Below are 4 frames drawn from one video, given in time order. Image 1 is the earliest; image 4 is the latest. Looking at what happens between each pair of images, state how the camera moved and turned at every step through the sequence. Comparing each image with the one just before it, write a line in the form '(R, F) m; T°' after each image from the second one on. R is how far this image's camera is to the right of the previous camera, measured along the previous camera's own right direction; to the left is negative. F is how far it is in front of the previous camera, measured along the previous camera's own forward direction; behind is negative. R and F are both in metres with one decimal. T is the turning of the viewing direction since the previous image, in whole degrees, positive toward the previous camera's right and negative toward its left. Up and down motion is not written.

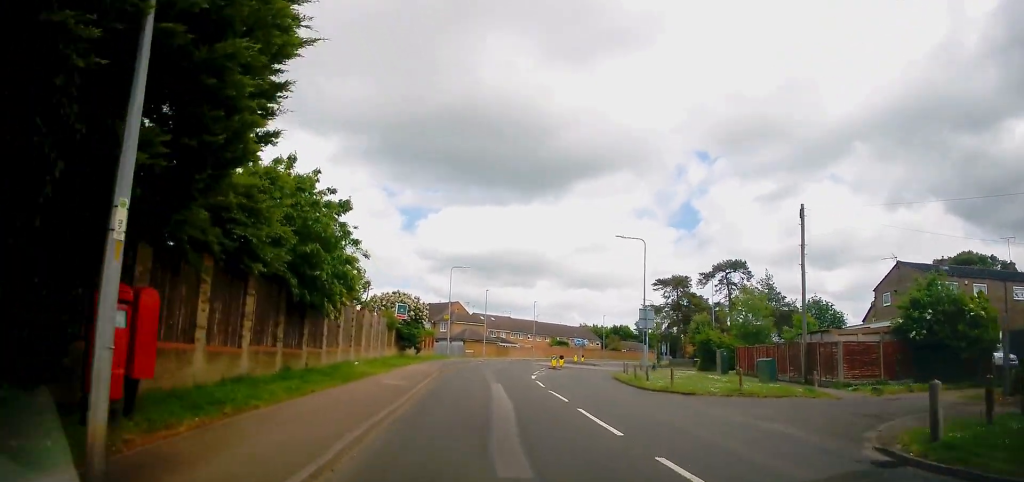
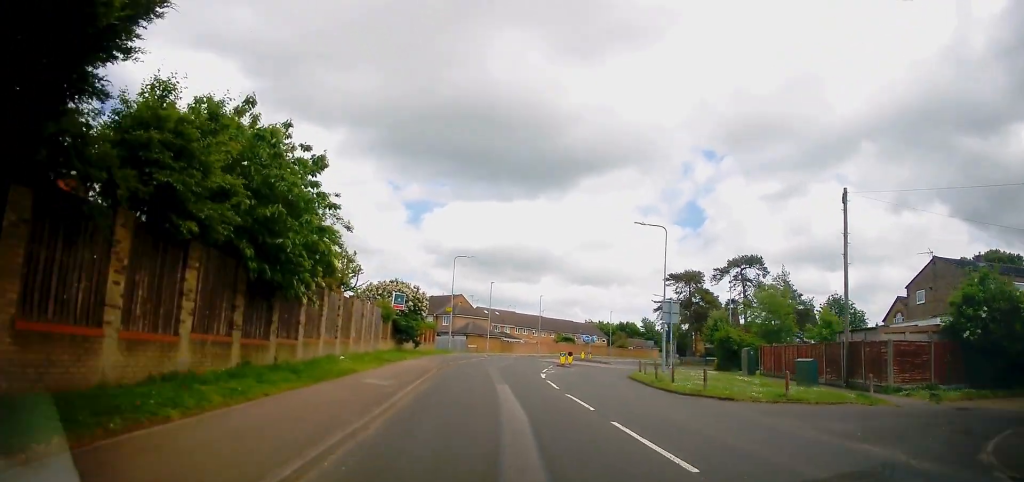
(0.0, +3.0) m; 0°
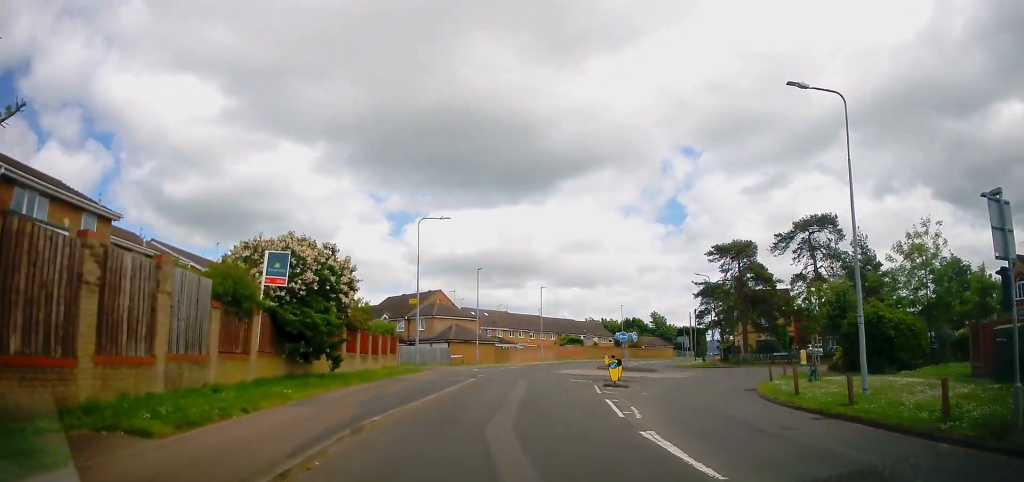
(+0.8, +17.9) m; +4°
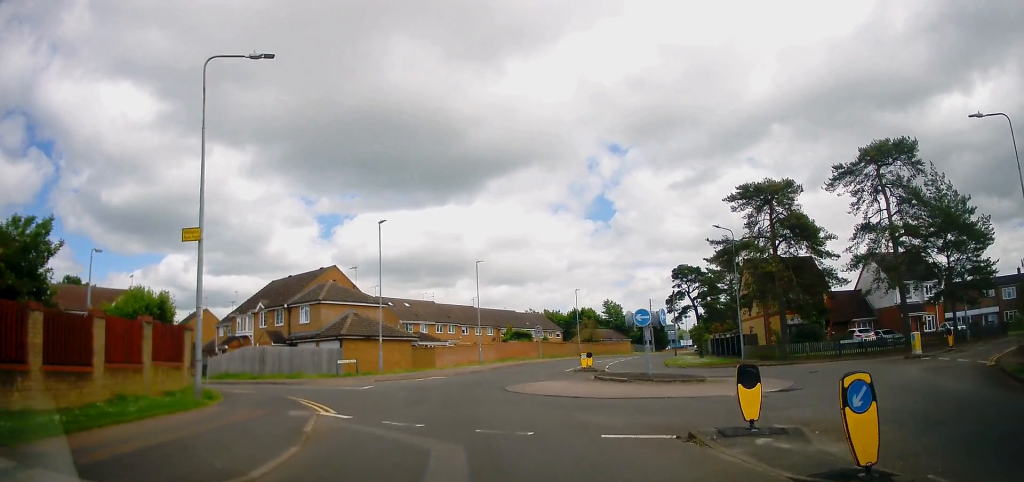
(+0.5, +18.8) m; +5°
